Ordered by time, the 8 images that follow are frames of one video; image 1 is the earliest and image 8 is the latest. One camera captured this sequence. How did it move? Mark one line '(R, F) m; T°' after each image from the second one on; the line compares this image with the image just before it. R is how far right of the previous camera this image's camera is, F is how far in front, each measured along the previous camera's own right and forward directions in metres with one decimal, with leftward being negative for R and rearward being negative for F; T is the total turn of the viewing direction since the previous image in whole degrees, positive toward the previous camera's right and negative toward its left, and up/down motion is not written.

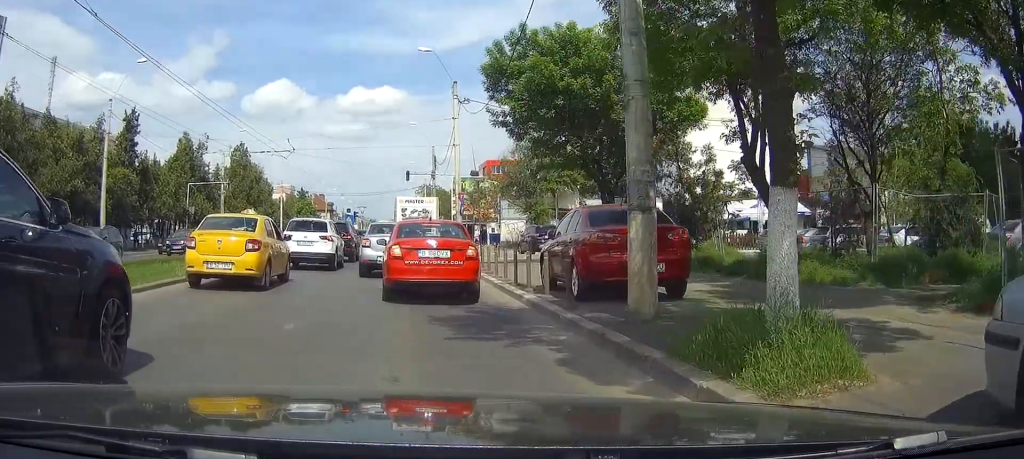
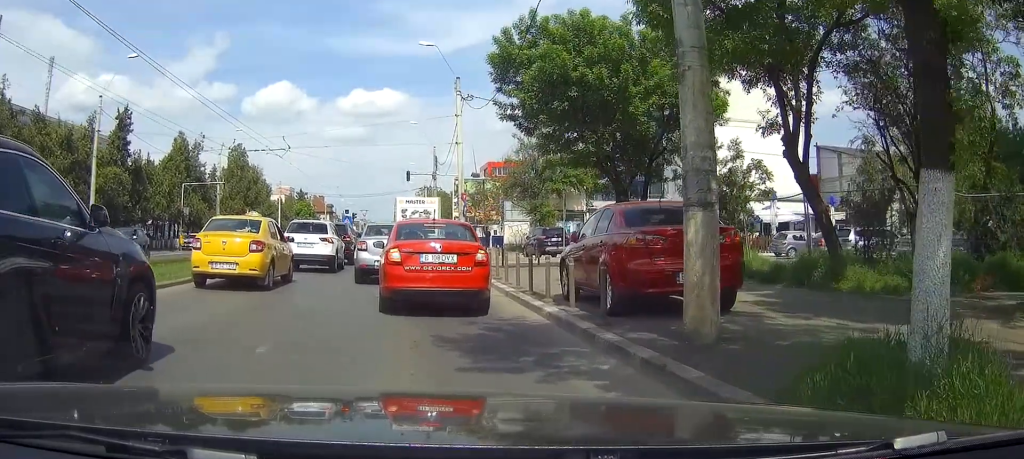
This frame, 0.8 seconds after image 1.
(0.0, +1.5) m; -1°
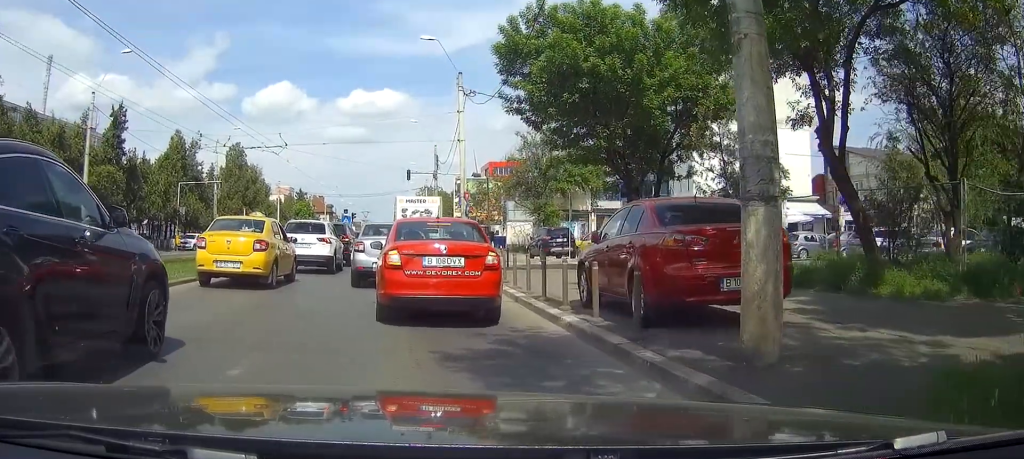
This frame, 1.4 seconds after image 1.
(0.0, +1.0) m; -1°
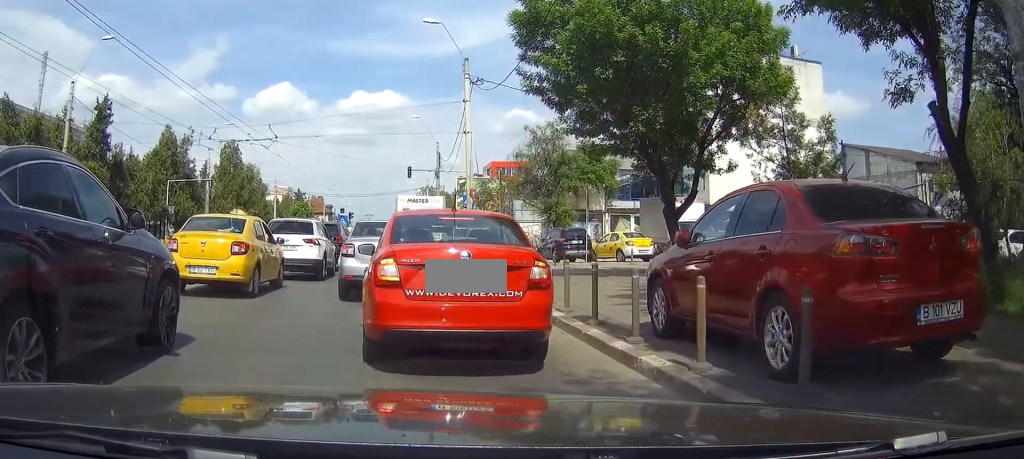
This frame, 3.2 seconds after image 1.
(0.0, +2.1) m; 0°
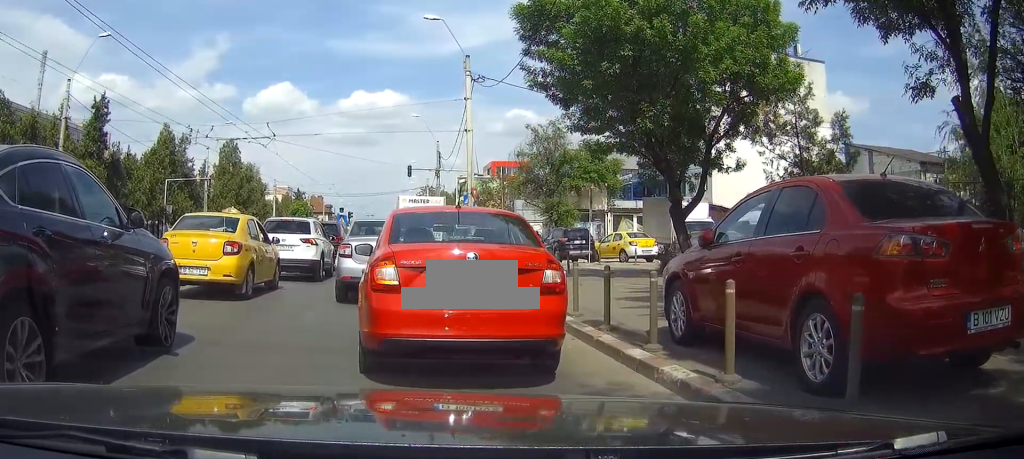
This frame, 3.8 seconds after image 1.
(0.0, +0.4) m; 0°
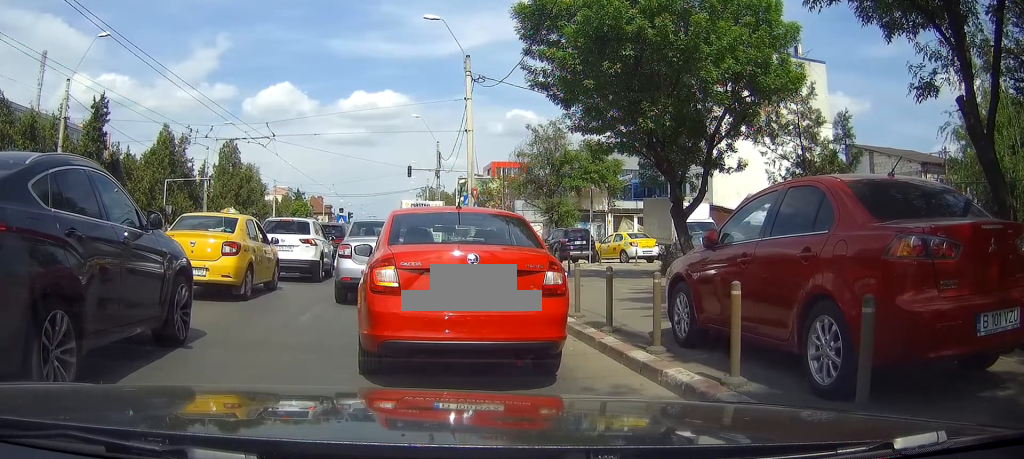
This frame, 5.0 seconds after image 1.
(0.0, +0.4) m; 0°
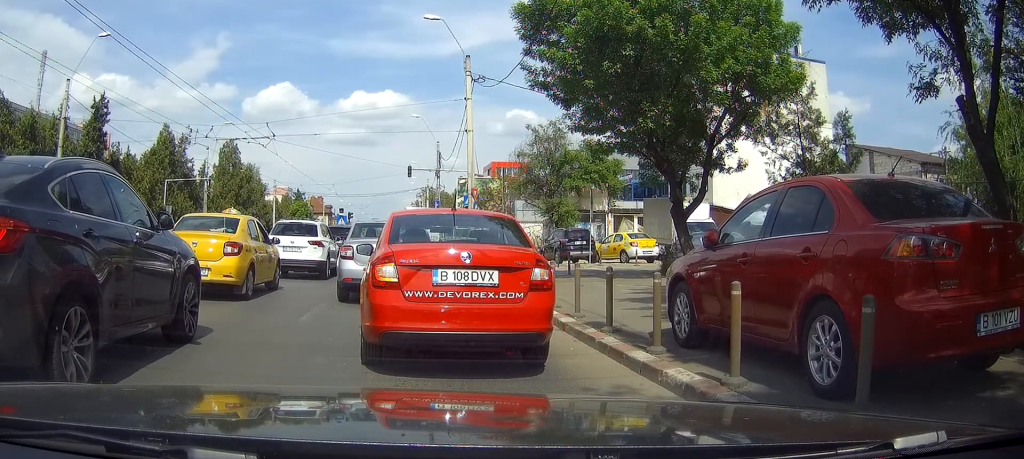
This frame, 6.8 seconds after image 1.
(-0.2, +0.2) m; 0°
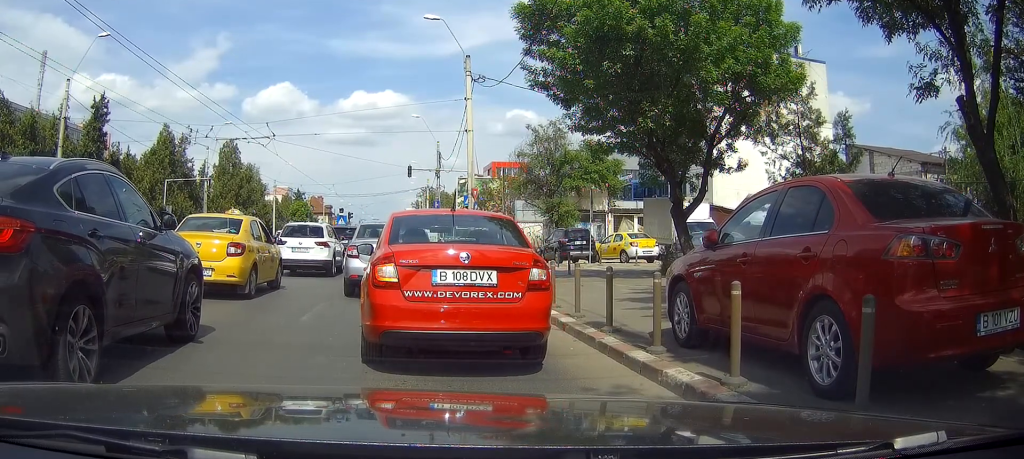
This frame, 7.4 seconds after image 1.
(0.0, +0.2) m; 0°
